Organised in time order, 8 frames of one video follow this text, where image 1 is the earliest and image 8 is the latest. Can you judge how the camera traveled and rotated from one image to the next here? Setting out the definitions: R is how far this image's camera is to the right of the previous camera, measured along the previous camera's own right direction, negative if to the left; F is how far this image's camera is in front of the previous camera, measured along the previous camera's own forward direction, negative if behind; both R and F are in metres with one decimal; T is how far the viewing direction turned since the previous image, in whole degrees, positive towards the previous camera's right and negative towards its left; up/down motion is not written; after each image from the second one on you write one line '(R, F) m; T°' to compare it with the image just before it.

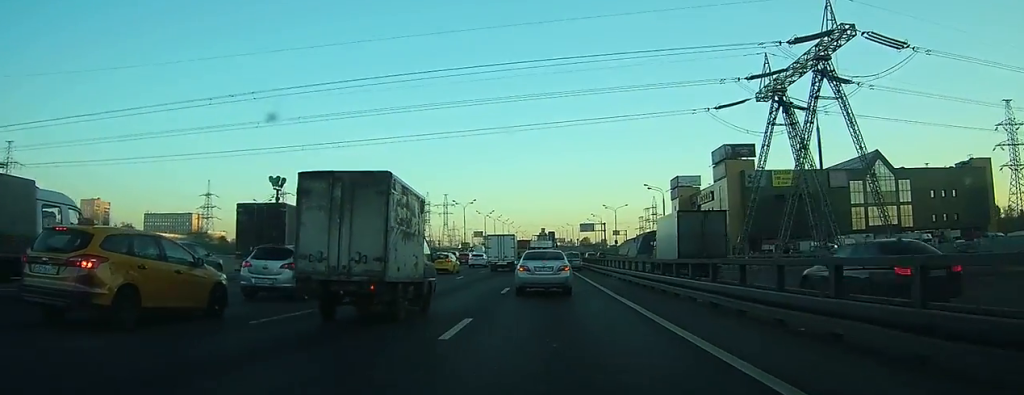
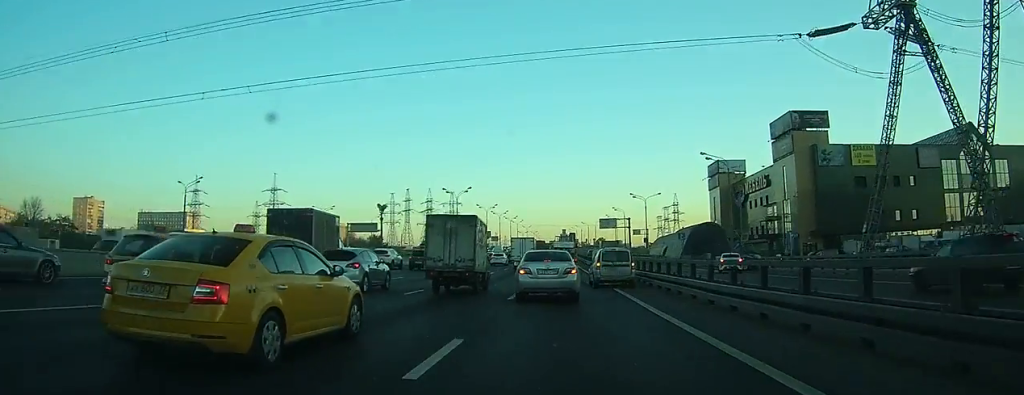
(+0.3, +27.8) m; 0°
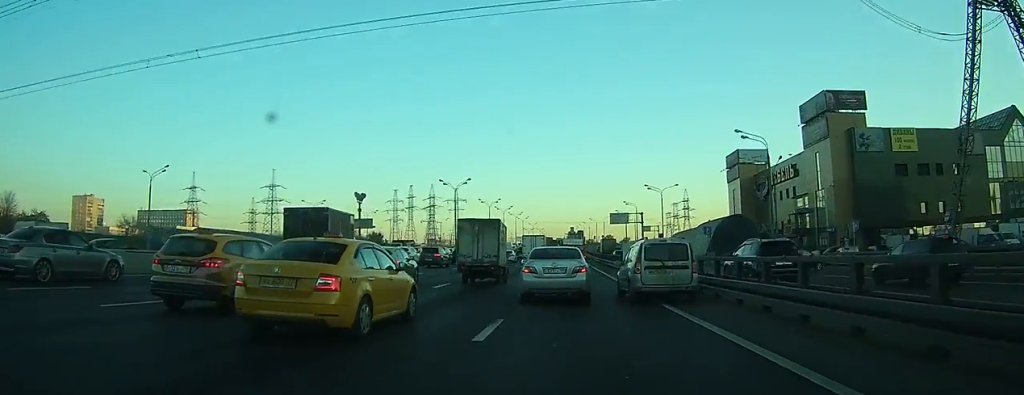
(0.0, +9.0) m; 0°
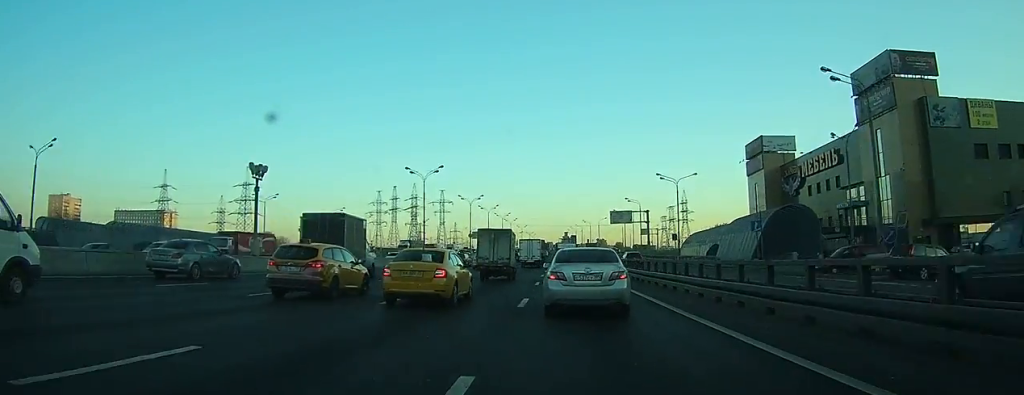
(0.0, +18.4) m; 0°
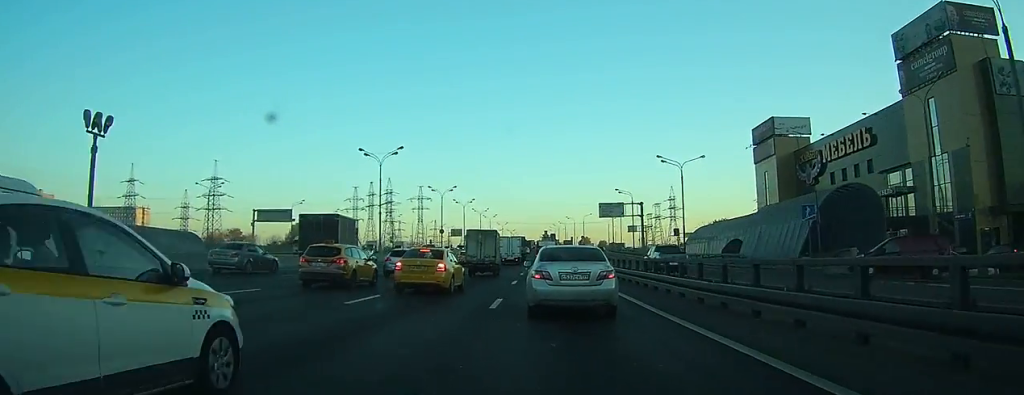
(+0.1, +12.8) m; +1°
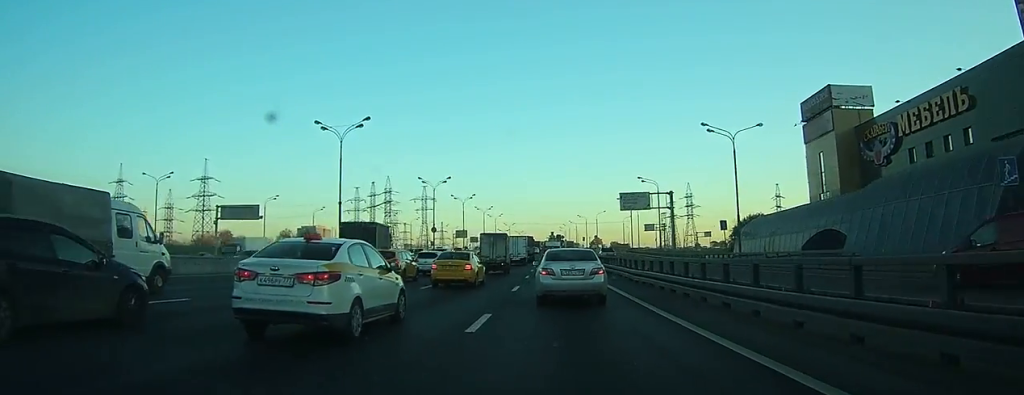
(+0.1, +16.9) m; 0°
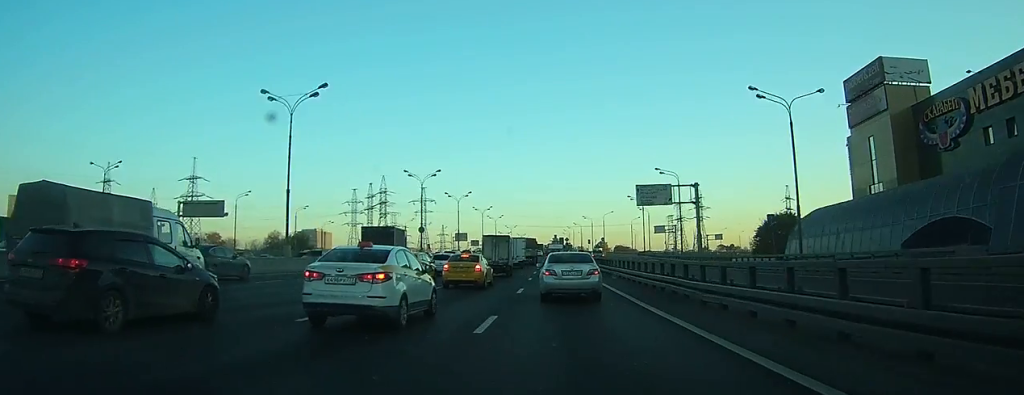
(0.0, +11.7) m; 0°
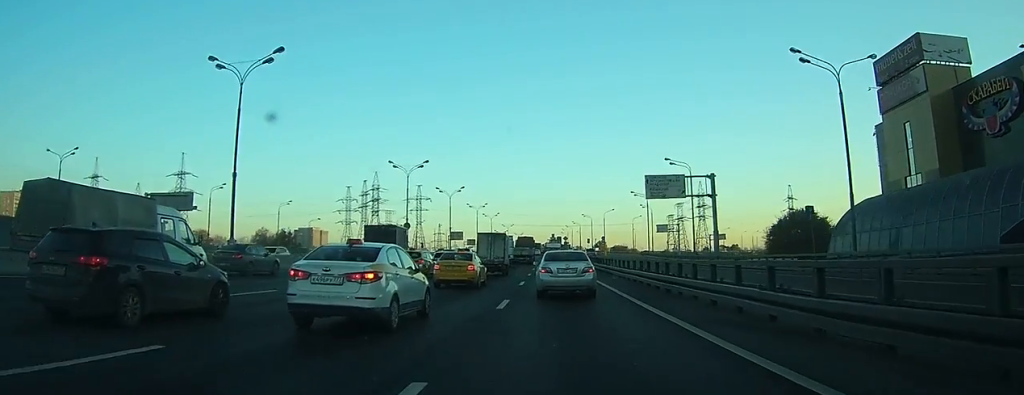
(0.0, +6.7) m; 0°
